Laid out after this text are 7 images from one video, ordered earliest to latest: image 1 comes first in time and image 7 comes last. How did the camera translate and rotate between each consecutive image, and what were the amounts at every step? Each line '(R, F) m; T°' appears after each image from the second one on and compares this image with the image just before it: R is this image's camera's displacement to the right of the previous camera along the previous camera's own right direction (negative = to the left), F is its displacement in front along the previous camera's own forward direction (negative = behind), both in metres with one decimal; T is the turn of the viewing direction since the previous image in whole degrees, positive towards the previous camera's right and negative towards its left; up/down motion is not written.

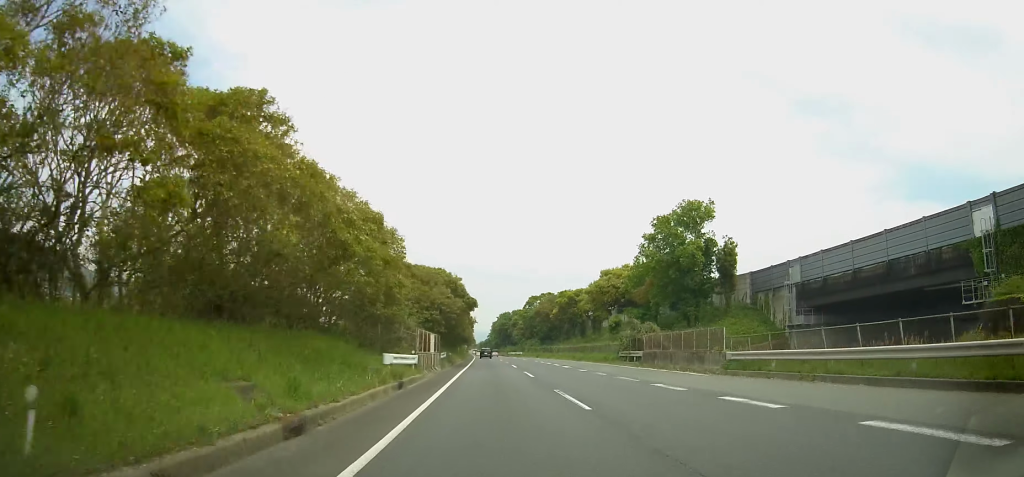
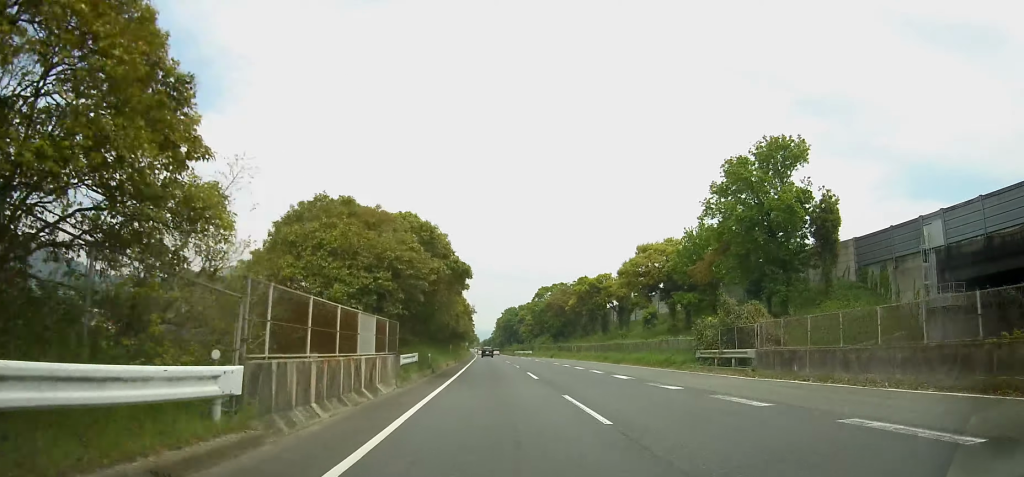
(0.0, +17.7) m; 0°
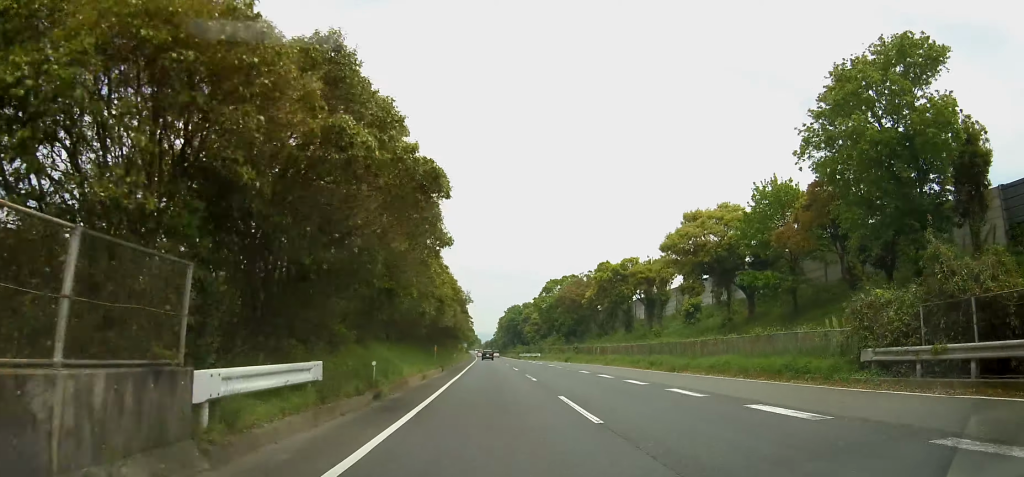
(0.0, +14.4) m; 0°
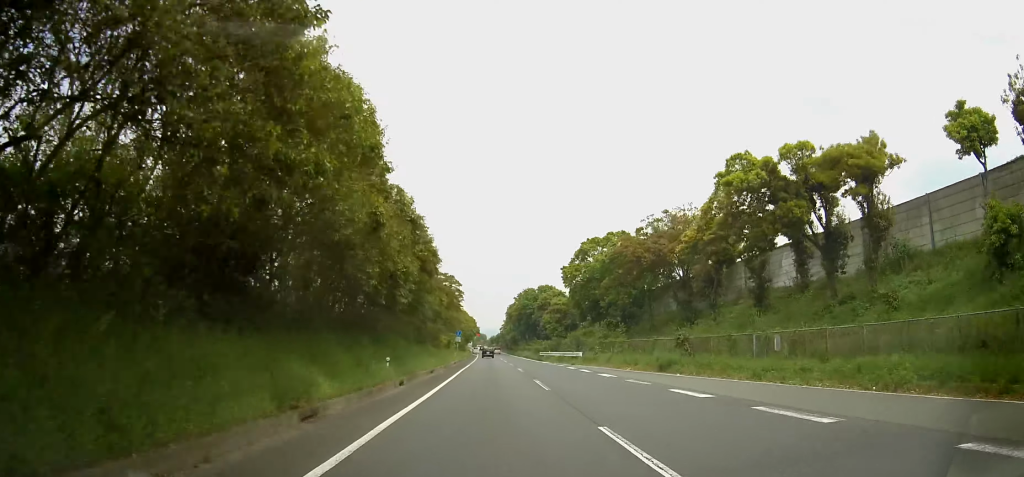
(-0.3, +36.6) m; -1°
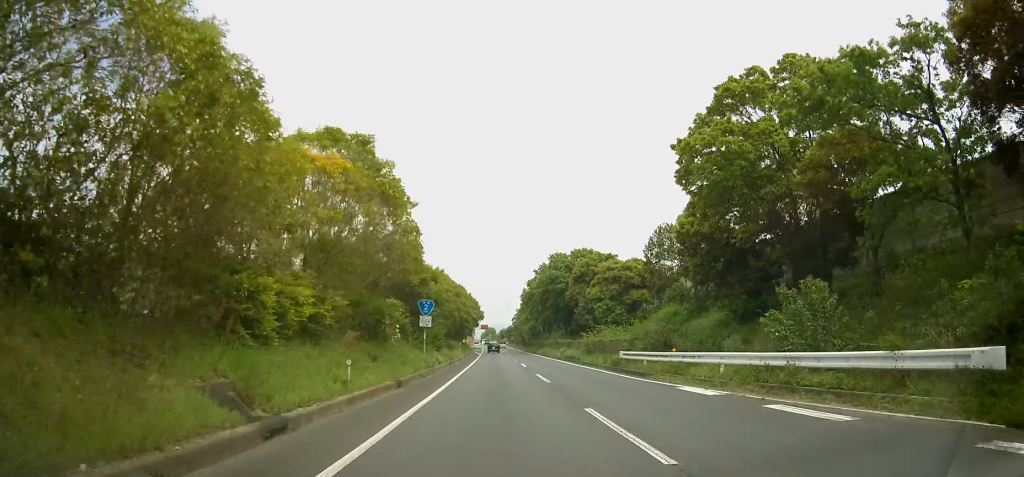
(+0.1, +42.4) m; -1°
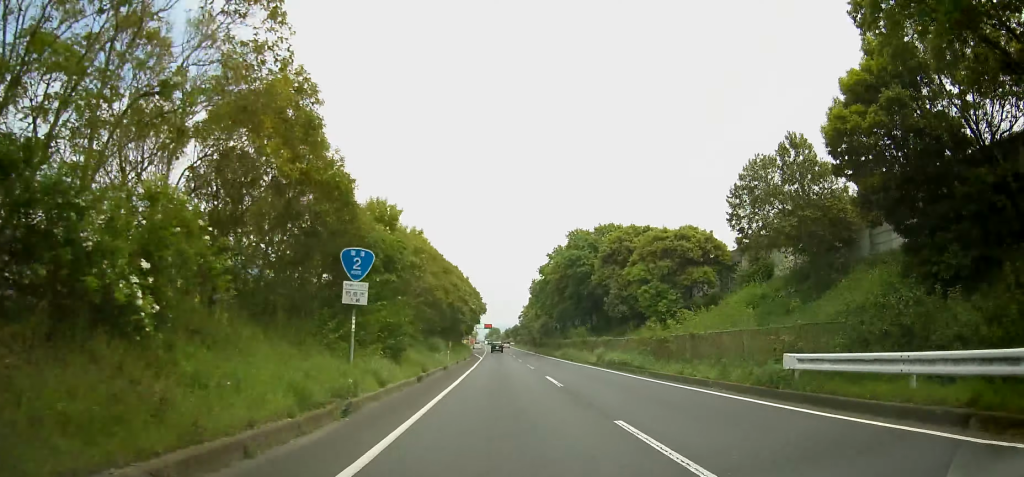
(-0.3, +17.4) m; 0°
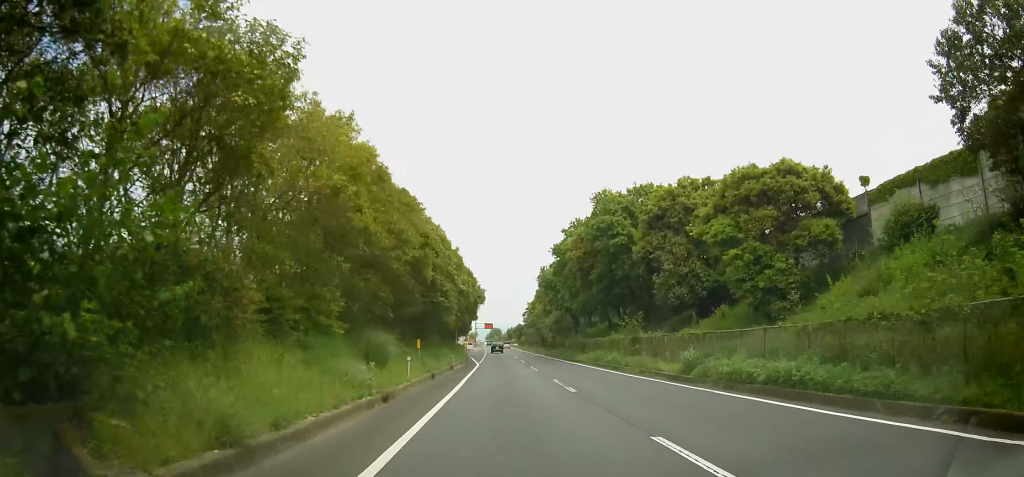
(+0.1, +17.1) m; 0°
